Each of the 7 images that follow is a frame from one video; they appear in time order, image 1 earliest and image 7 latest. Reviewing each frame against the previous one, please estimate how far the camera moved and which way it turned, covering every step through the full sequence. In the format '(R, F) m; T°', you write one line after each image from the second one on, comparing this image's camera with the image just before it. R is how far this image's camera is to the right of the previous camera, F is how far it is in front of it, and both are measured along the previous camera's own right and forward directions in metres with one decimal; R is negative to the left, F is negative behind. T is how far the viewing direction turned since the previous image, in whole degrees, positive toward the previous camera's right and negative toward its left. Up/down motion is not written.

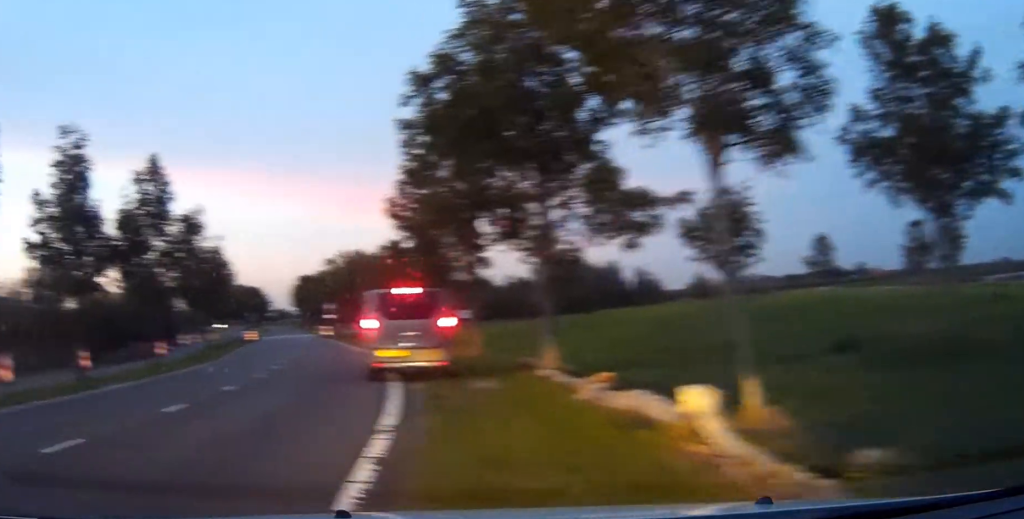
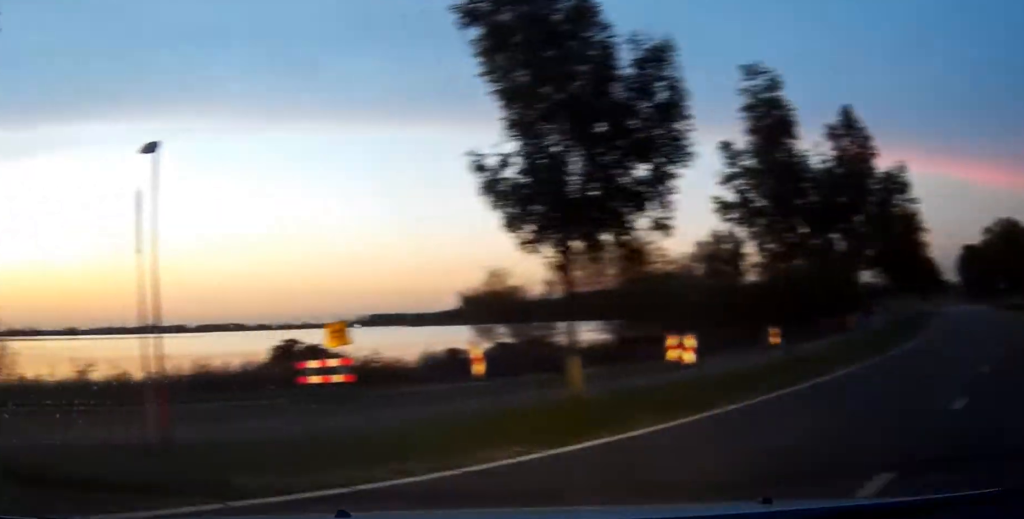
(-2.0, +2.9) m; -62°
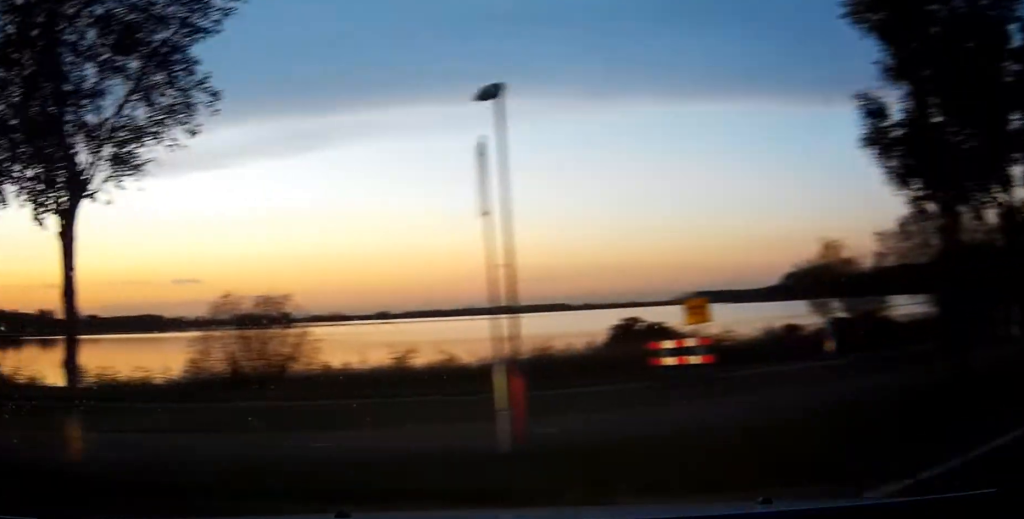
(-0.2, +1.5) m; -23°
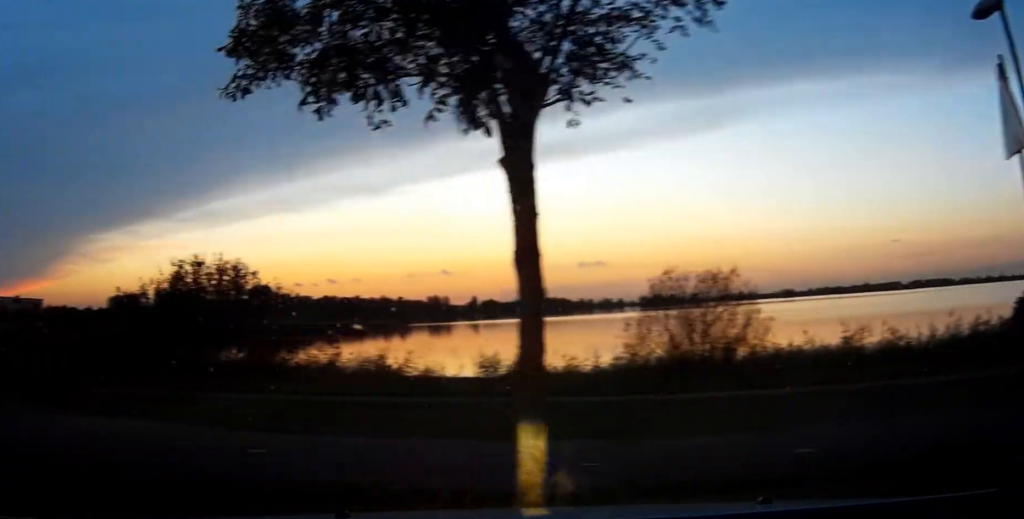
(-0.5, +2.0) m; -29°
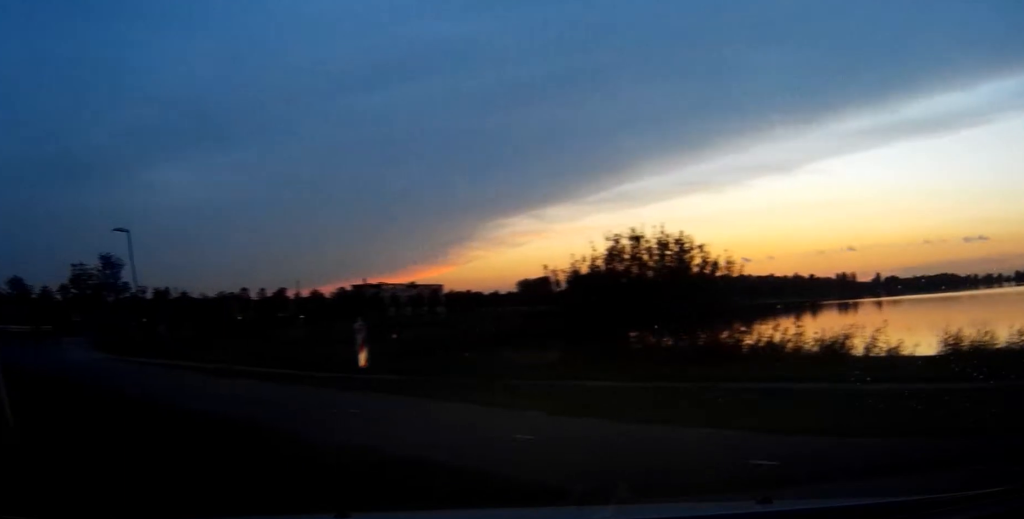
(-0.8, +2.3) m; -33°
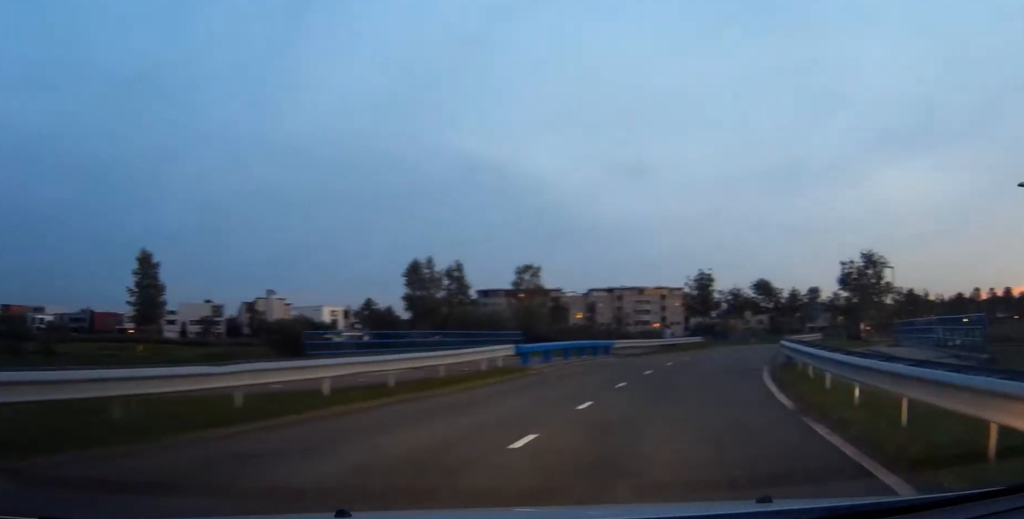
(-3.3, +9.9) m; -13°
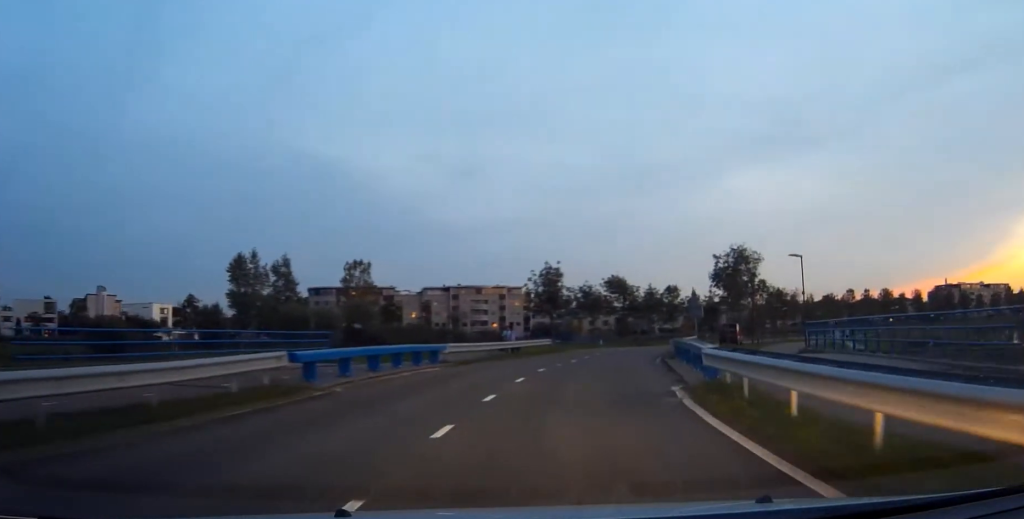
(+0.6, +7.5) m; +7°
